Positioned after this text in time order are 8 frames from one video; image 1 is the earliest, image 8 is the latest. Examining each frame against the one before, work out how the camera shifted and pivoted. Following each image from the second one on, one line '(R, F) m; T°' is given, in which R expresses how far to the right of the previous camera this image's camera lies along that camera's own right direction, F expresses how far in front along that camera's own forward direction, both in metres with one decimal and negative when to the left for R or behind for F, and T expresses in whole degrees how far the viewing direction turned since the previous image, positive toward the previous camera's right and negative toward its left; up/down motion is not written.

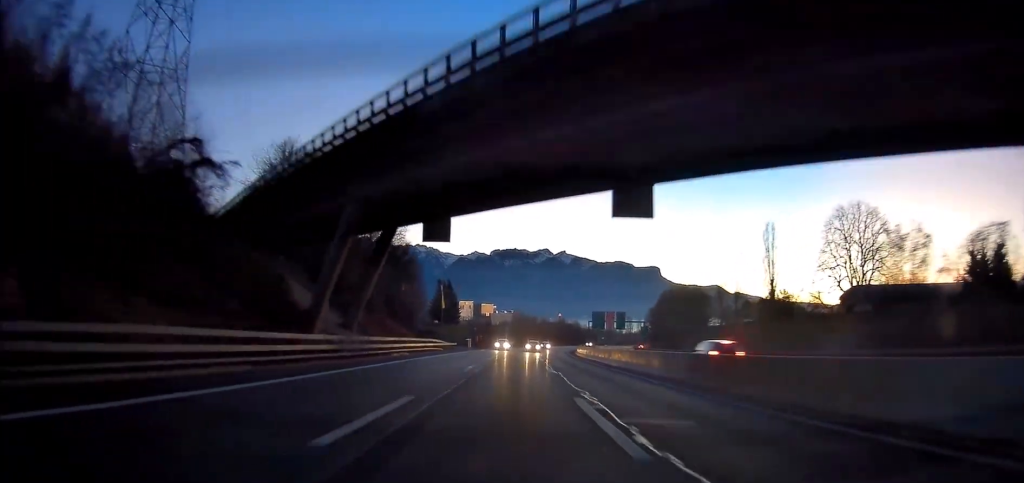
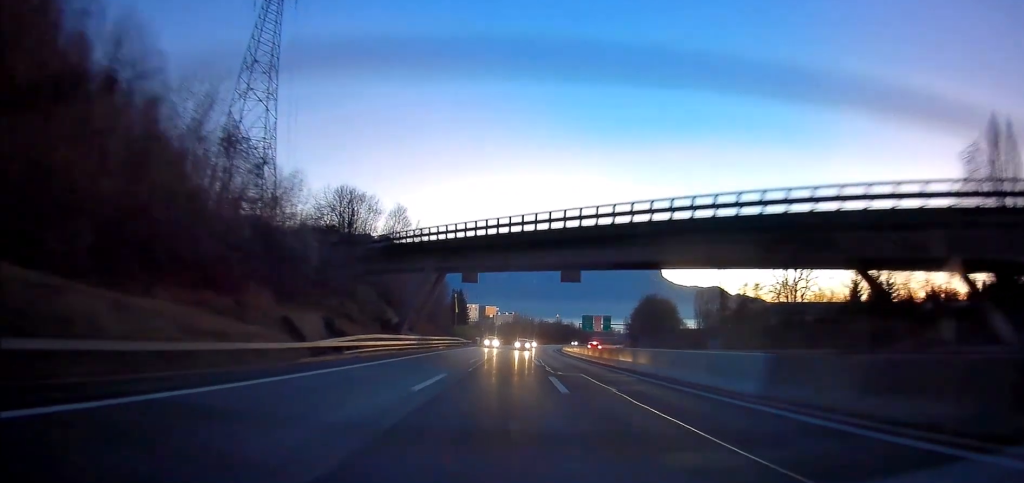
(-0.1, +24.9) m; 0°
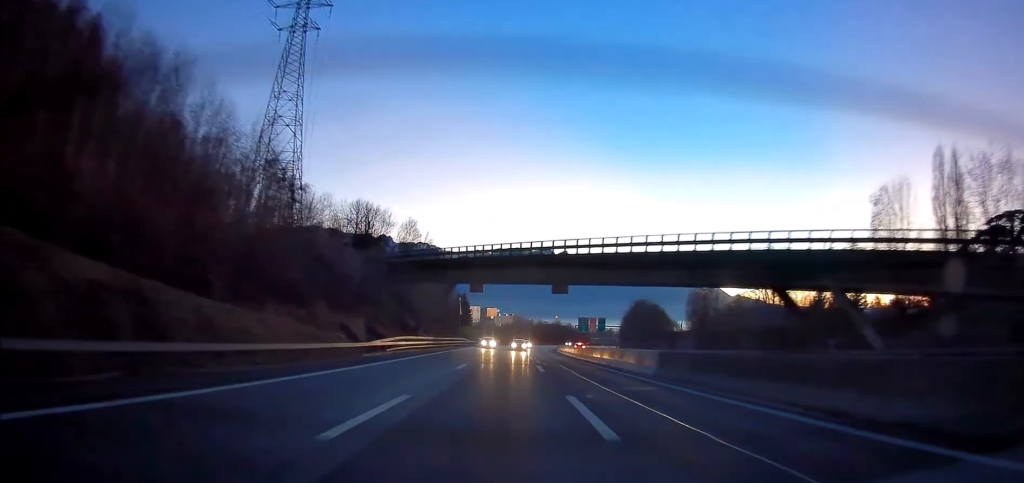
(0.0, +10.4) m; 0°
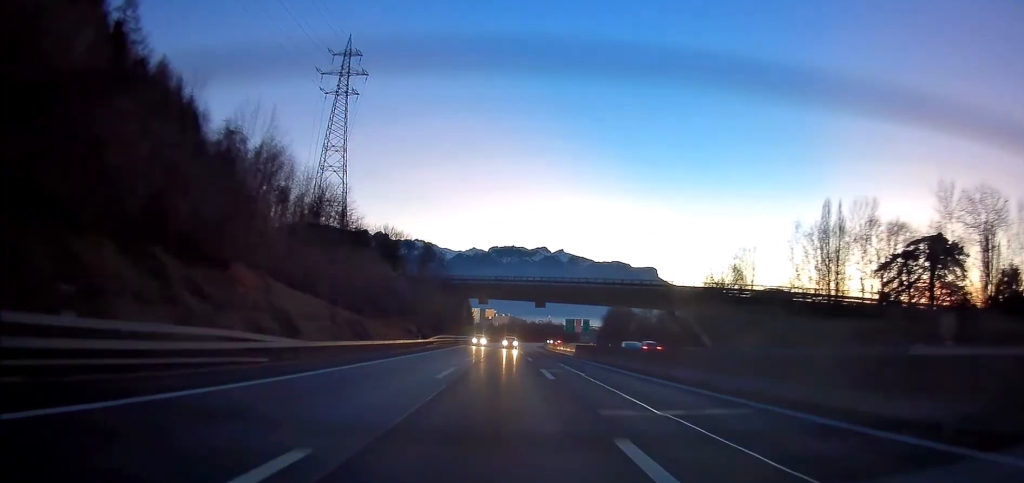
(-0.2, +28.7) m; 0°
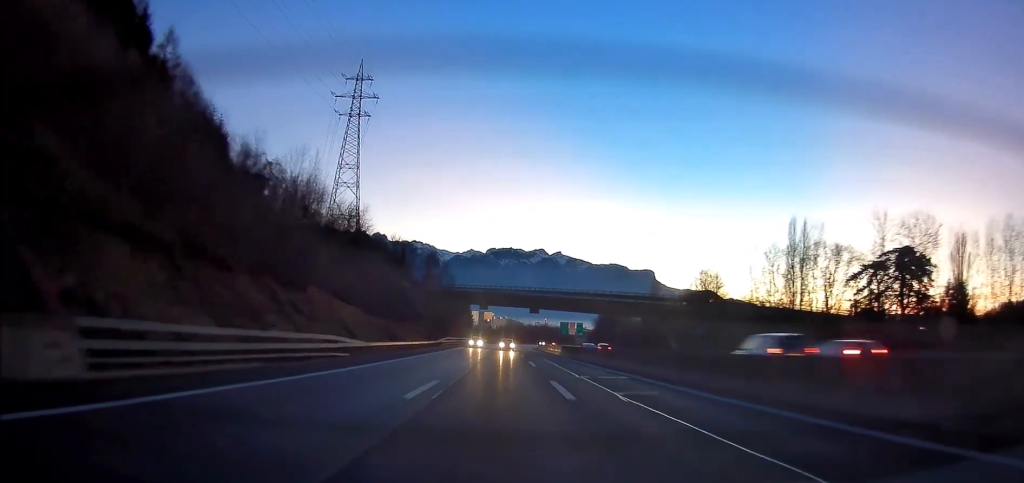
(+0.1, +11.9) m; 0°
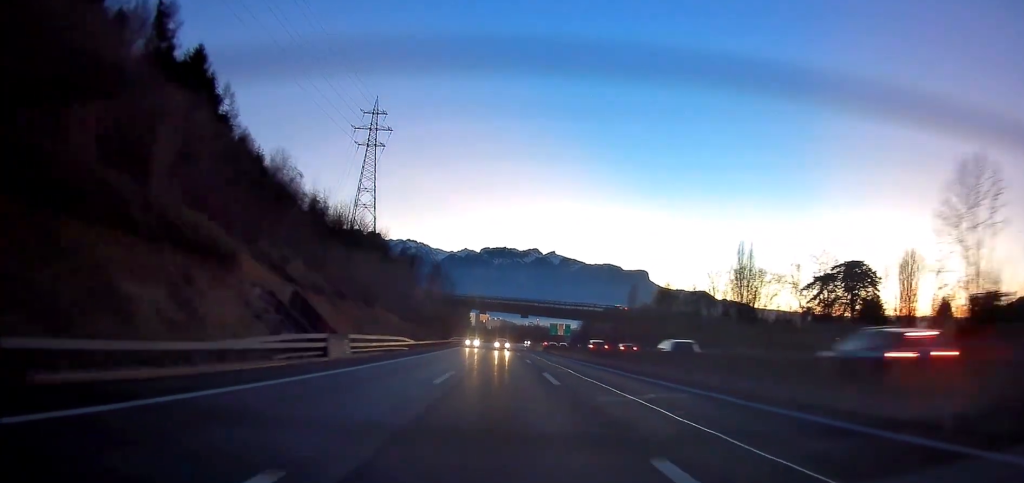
(+0.1, +22.2) m; 0°
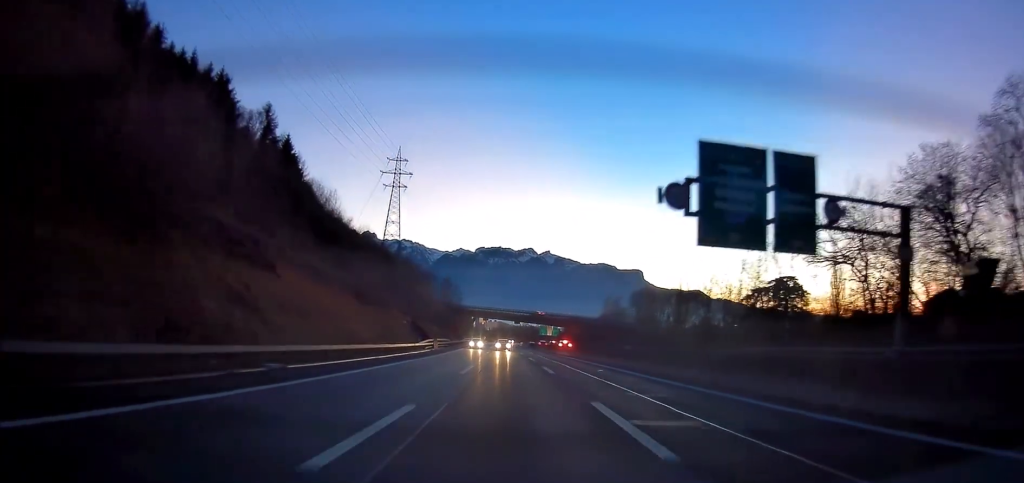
(+0.2, +41.7) m; +1°
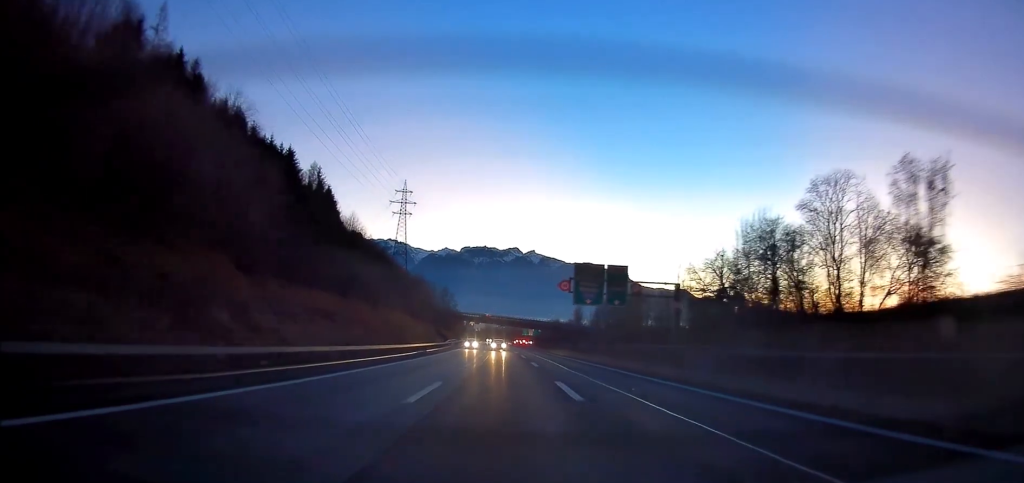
(+0.3, +42.0) m; +1°
